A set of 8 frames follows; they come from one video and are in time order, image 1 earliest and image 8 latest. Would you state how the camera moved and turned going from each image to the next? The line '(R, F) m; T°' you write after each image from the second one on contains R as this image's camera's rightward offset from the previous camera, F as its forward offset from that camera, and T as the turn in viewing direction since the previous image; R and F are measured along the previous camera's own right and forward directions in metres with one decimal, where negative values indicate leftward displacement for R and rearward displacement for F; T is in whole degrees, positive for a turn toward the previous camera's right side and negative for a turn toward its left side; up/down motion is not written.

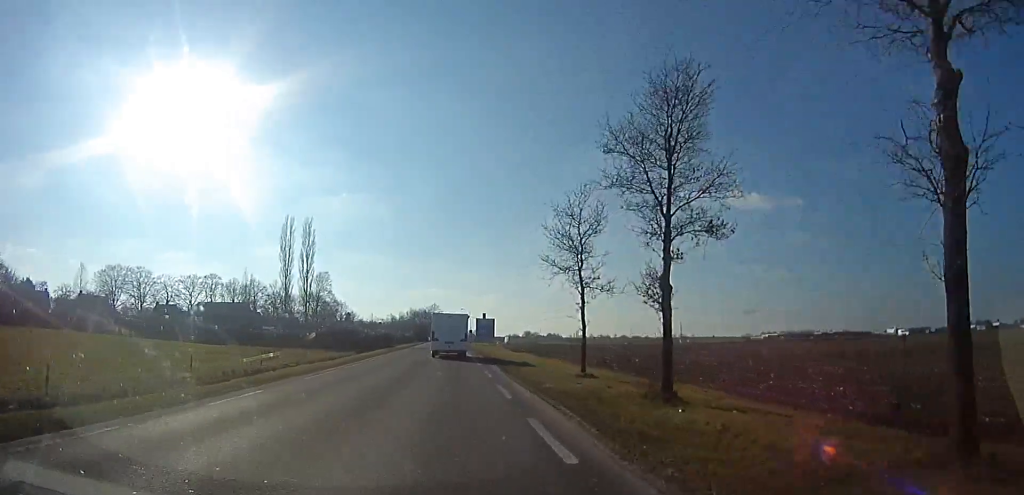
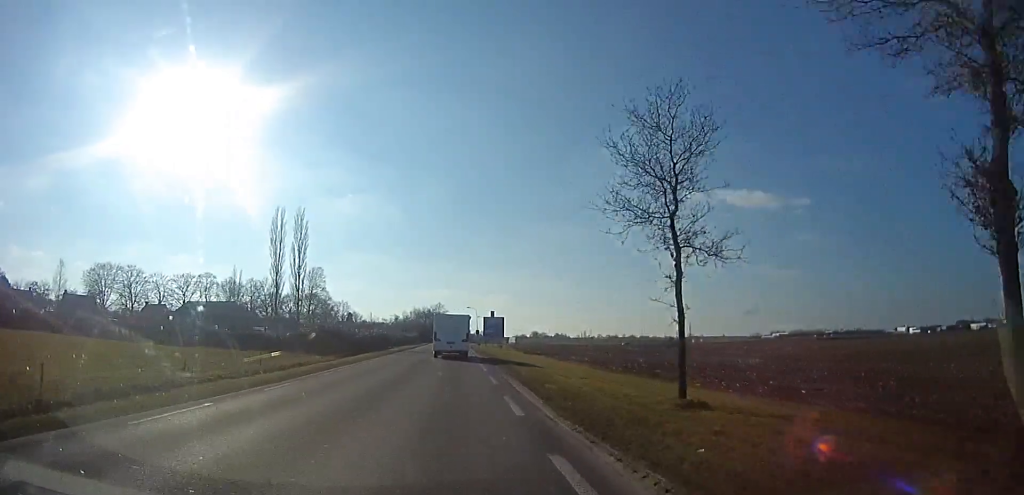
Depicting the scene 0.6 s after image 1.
(0.0, +8.7) m; 0°
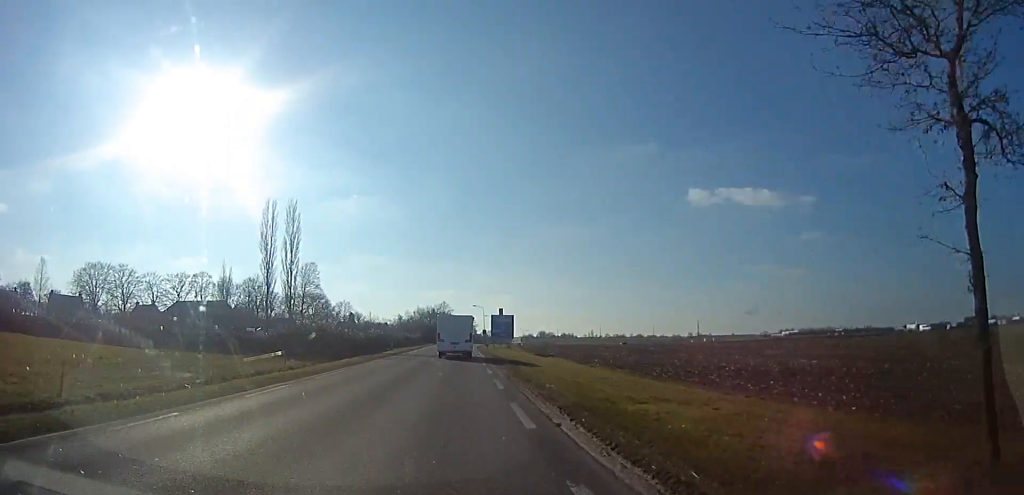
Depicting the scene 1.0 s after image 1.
(0.0, +7.3) m; 0°
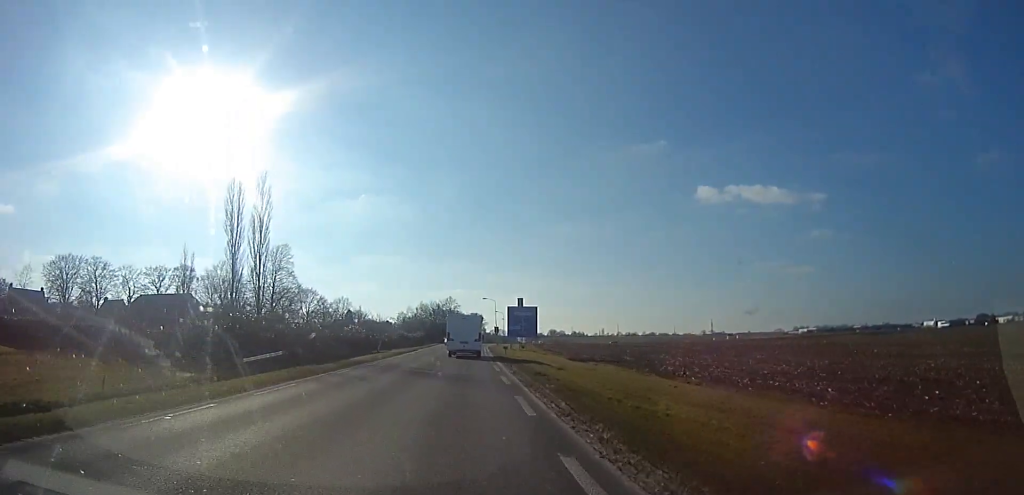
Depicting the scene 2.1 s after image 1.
(0.0, +16.9) m; -1°
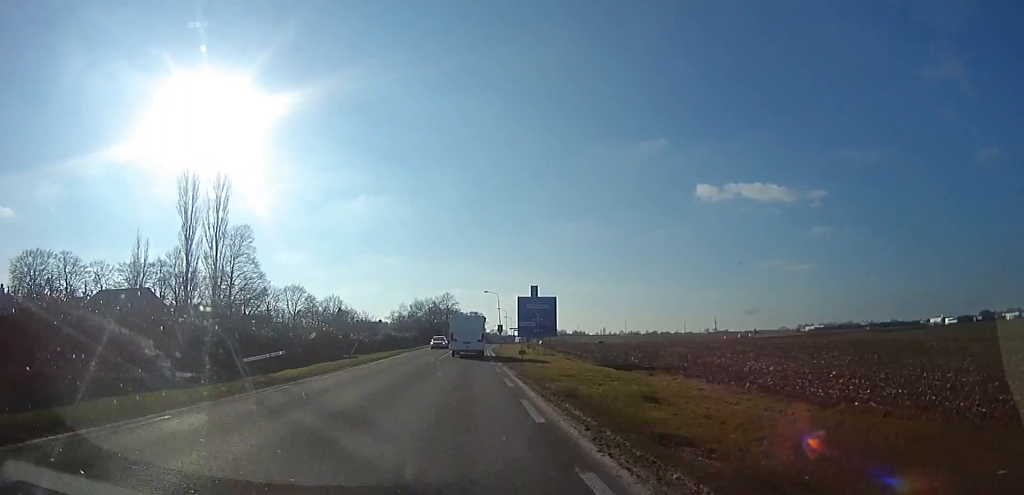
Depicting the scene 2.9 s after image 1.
(-0.2, +12.9) m; -2°
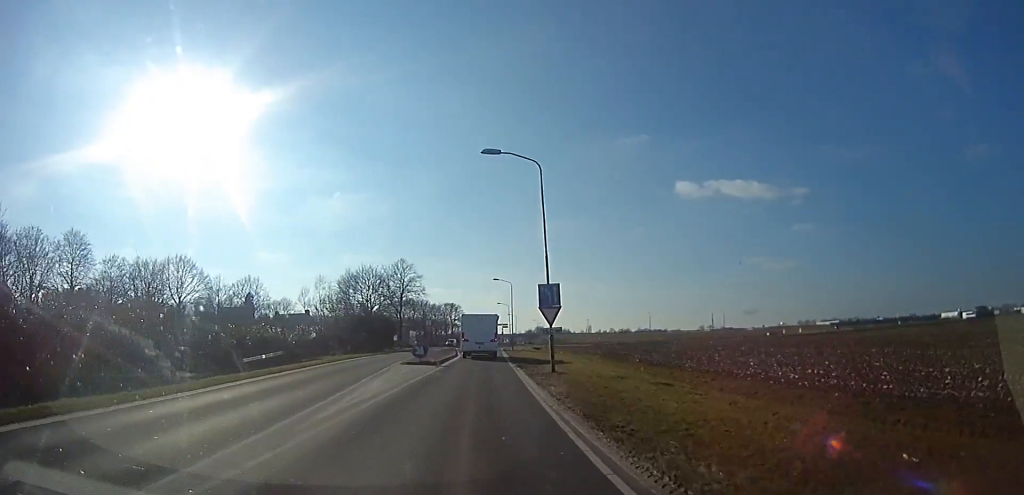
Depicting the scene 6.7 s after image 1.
(-1.7, +59.1) m; +4°
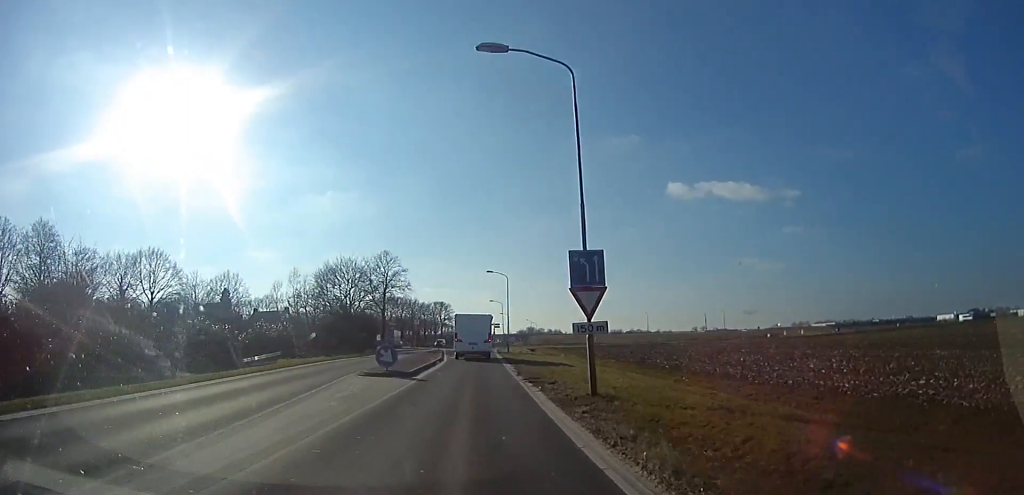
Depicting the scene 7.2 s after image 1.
(+0.7, +7.4) m; 0°
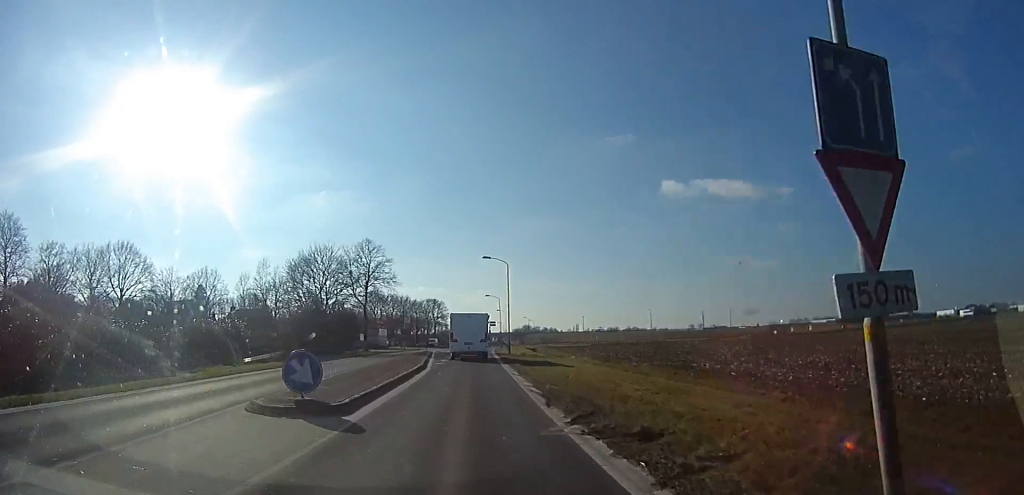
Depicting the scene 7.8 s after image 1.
(+0.3, +8.7) m; 0°
